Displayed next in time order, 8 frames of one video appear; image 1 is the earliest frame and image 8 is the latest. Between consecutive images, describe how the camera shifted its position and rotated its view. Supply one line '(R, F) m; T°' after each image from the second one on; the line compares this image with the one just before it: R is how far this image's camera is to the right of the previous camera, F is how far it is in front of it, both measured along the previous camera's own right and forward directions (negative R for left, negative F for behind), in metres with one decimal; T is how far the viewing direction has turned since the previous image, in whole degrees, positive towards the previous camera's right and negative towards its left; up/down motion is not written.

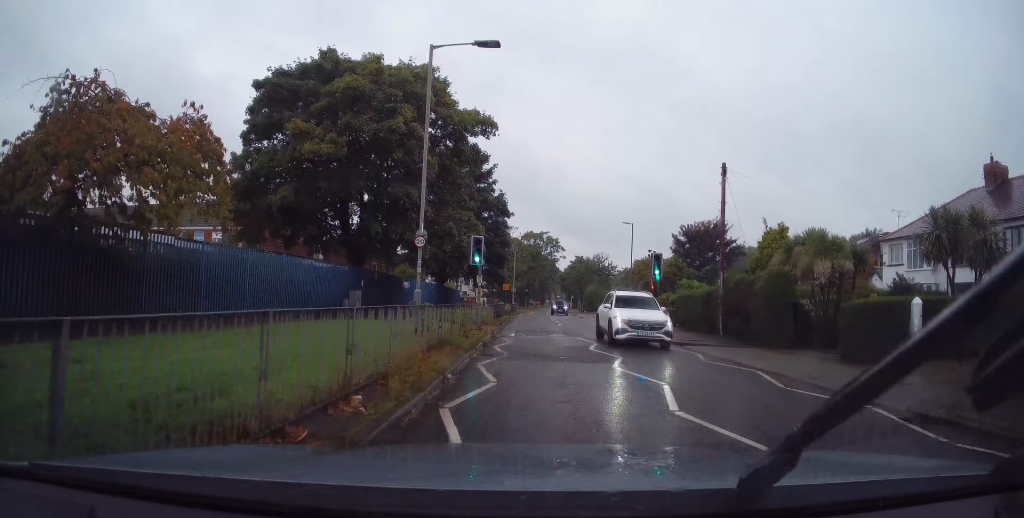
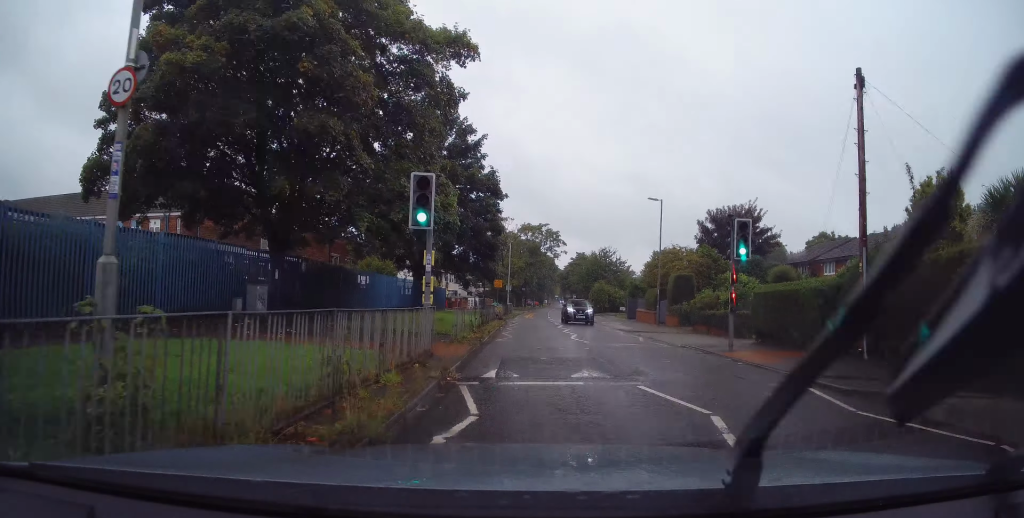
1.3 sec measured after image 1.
(+0.1, +10.8) m; +4°
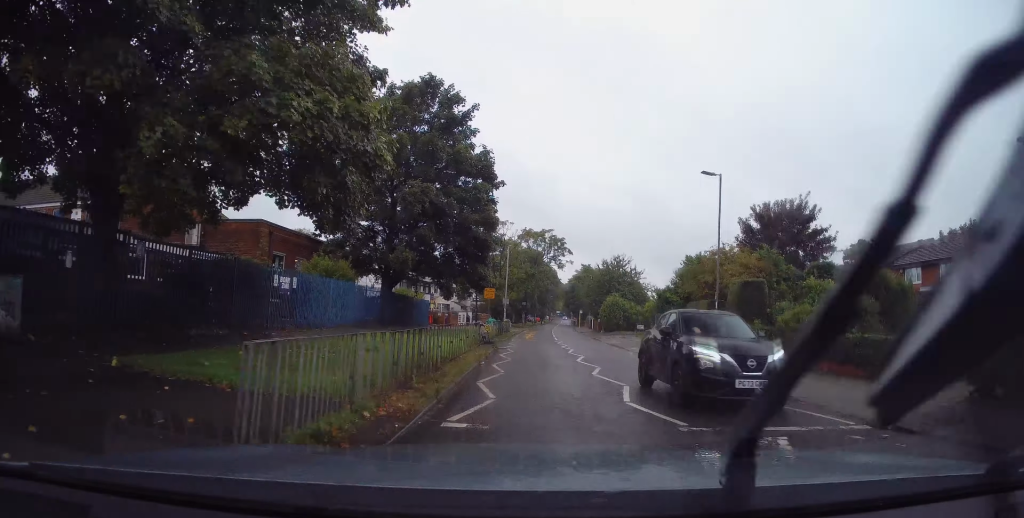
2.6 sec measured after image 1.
(+0.1, +10.8) m; -3°
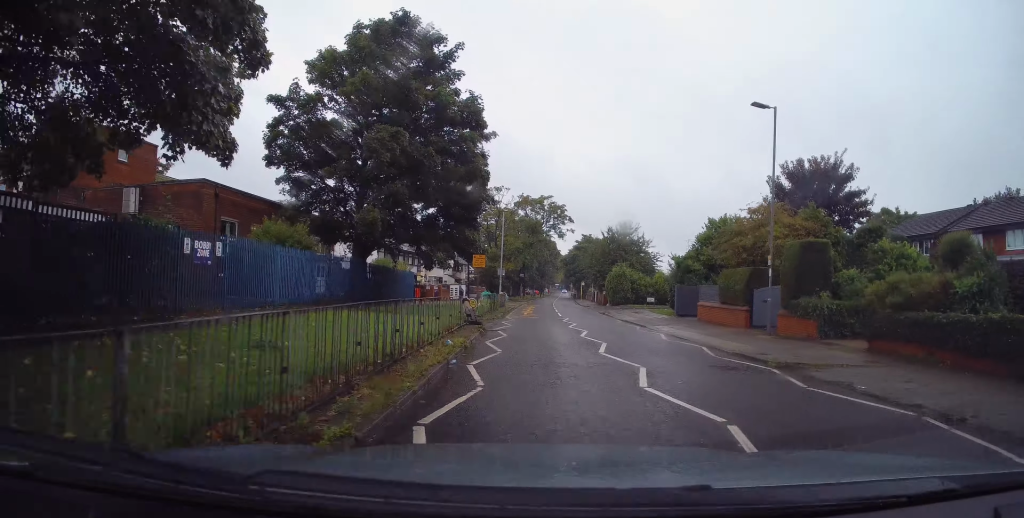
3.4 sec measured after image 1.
(-0.6, +5.8) m; 0°
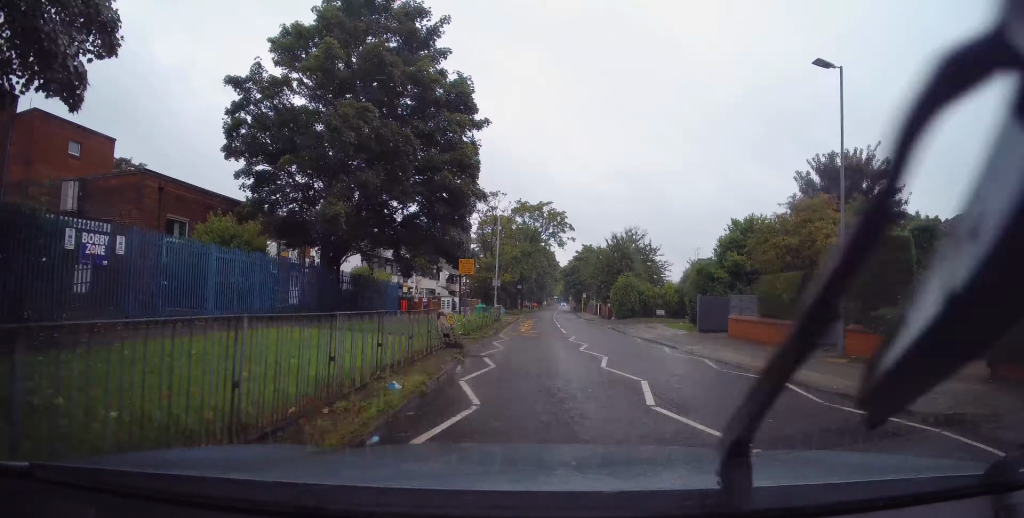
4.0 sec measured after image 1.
(+0.5, +4.8) m; 0°
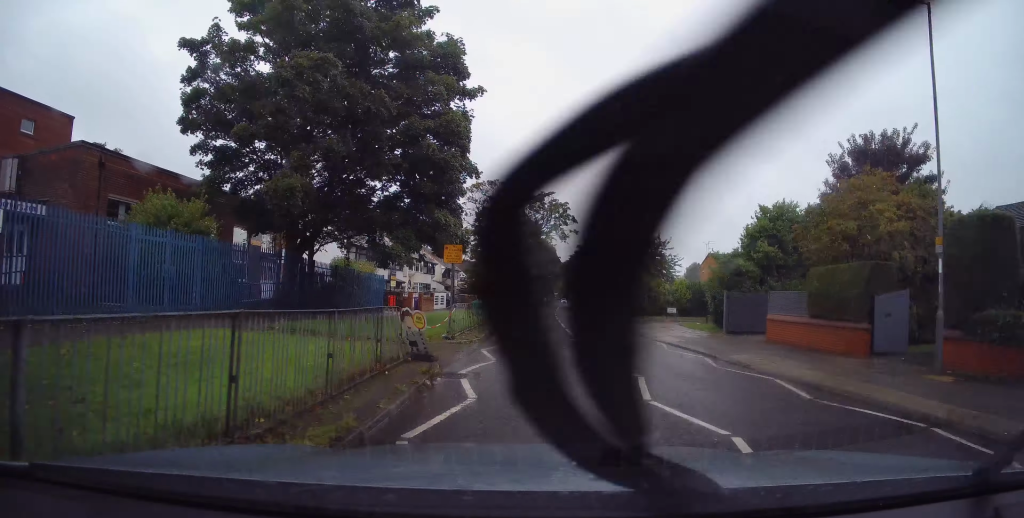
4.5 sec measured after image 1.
(+0.2, +4.0) m; 0°
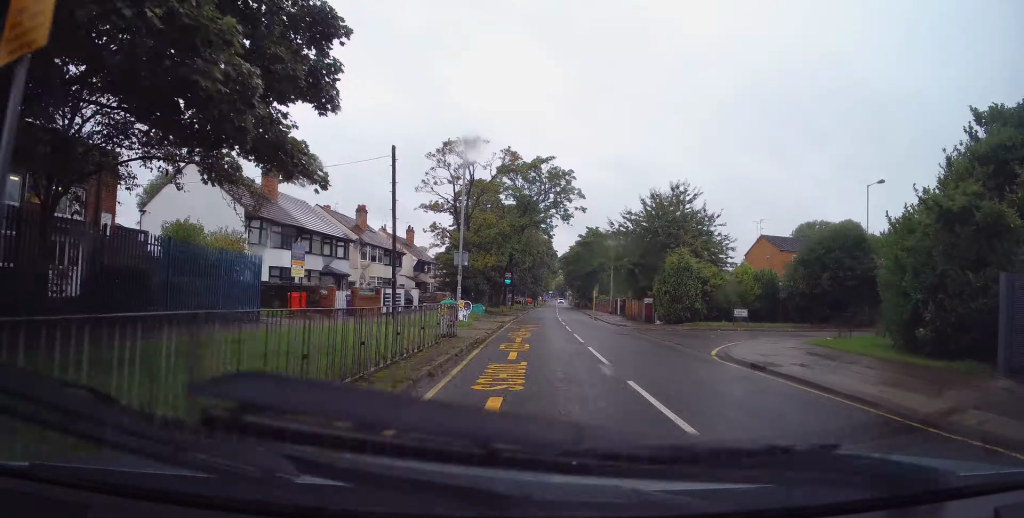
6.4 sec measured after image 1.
(-0.2, +16.4) m; +1°
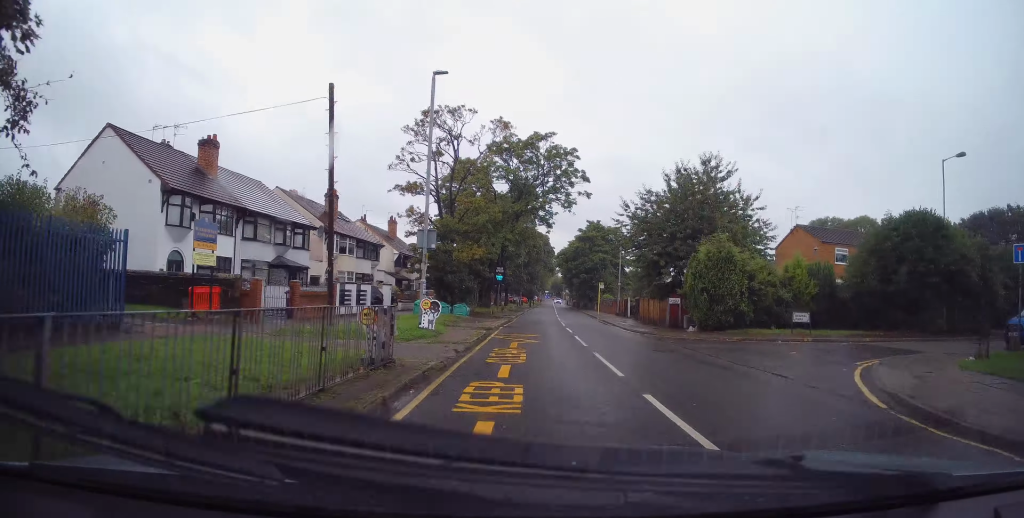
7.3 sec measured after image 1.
(-0.4, +7.4) m; +1°
